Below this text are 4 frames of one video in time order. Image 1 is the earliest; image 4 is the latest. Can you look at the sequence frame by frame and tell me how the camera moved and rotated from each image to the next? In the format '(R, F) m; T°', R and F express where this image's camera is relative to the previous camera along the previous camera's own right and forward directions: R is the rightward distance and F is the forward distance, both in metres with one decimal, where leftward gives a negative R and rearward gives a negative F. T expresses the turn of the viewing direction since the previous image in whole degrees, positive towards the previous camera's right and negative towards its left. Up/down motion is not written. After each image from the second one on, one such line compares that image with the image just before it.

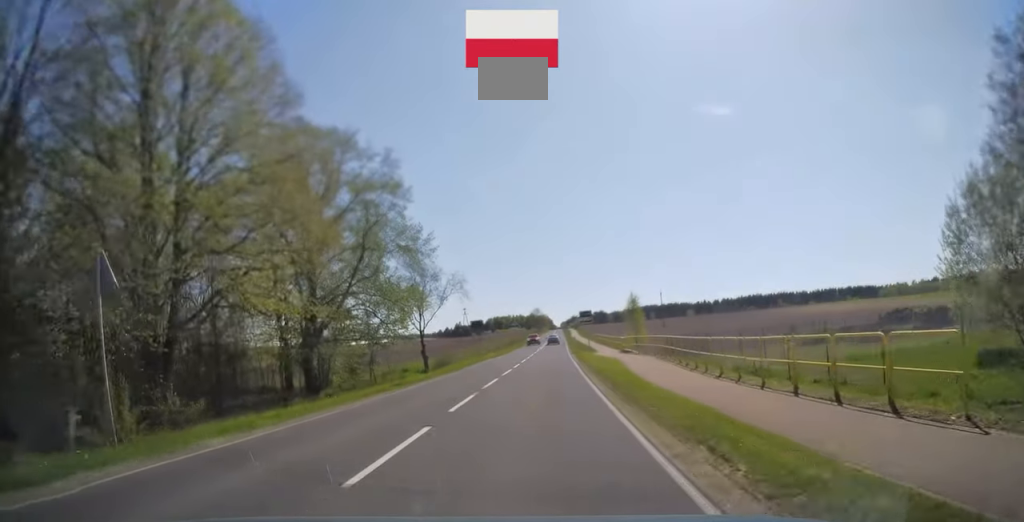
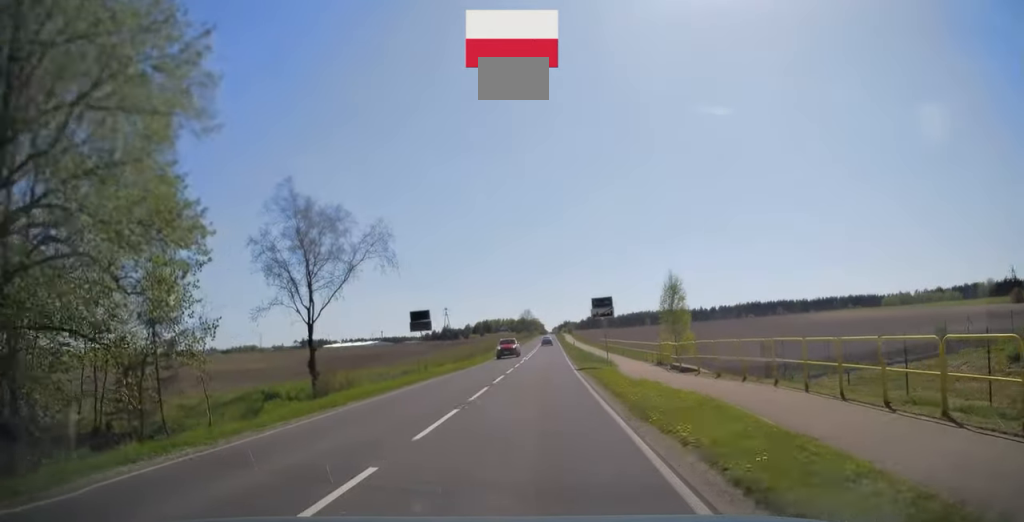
(+0.3, +21.3) m; +1°
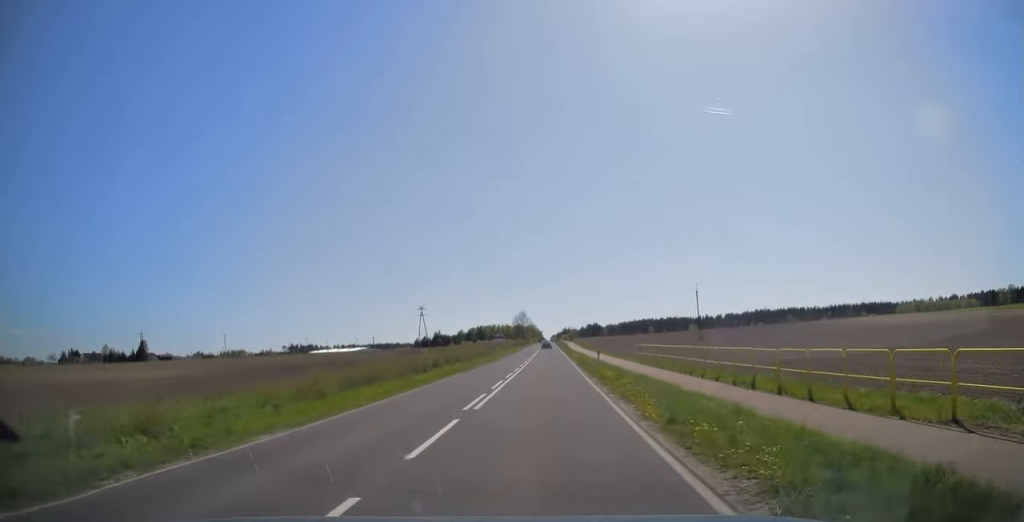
(-0.1, +31.7) m; 0°
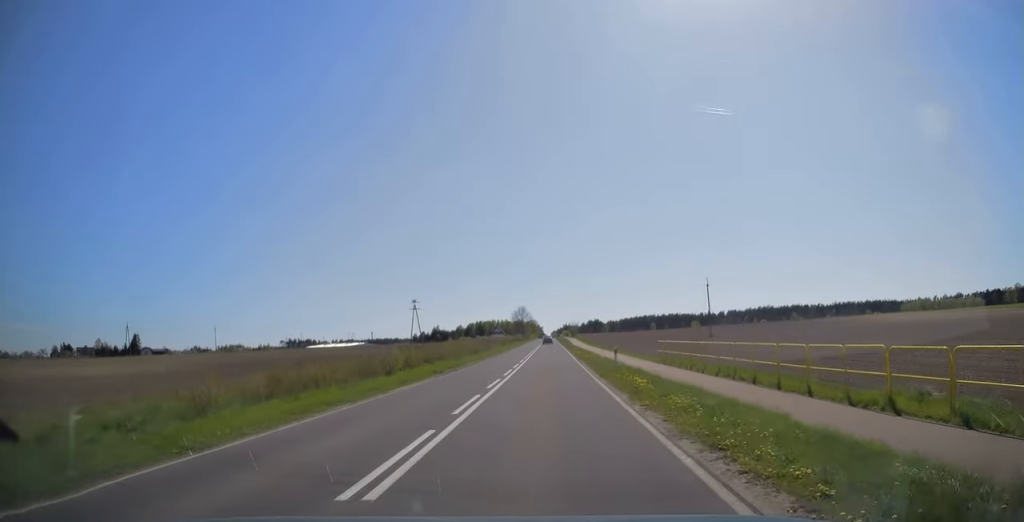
(+0.1, +8.2) m; 0°
